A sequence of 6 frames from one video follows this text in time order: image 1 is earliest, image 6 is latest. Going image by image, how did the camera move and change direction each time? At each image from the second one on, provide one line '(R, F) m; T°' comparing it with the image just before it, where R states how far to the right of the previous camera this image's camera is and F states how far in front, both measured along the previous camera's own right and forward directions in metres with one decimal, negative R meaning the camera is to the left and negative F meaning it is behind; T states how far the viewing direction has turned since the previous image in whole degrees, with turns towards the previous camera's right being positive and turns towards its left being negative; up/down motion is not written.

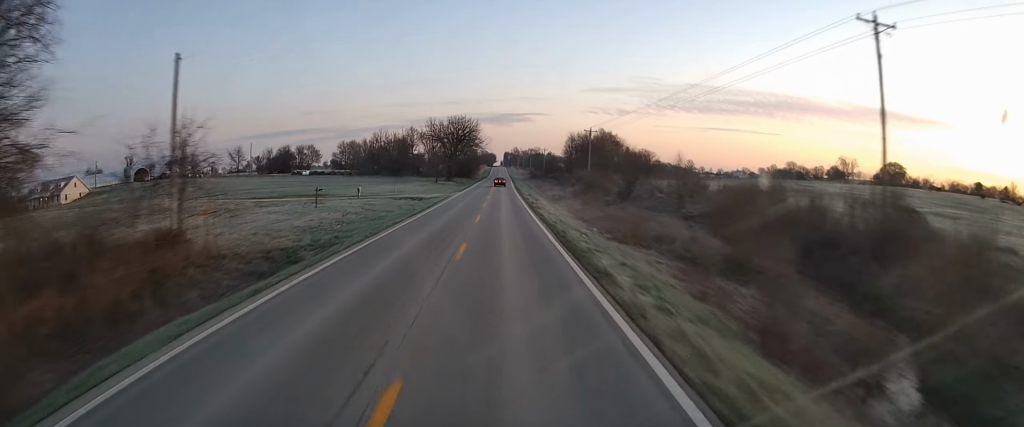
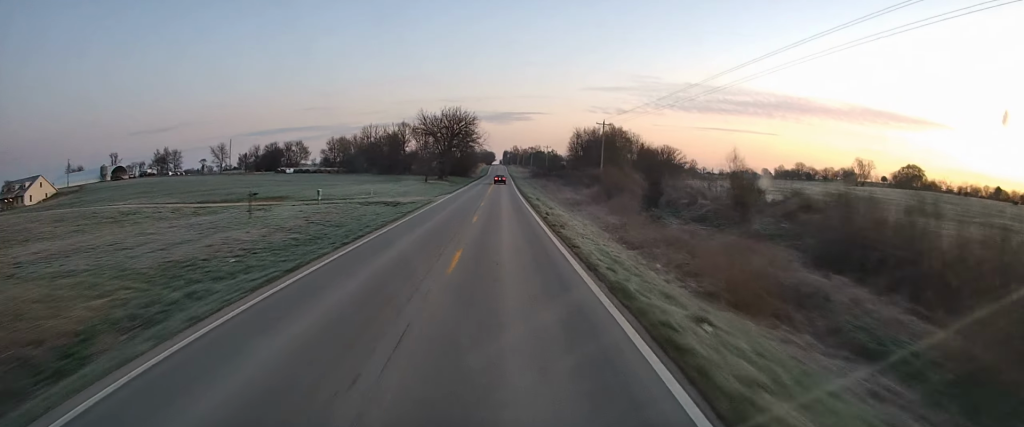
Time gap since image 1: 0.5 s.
(-0.2, +14.6) m; 0°
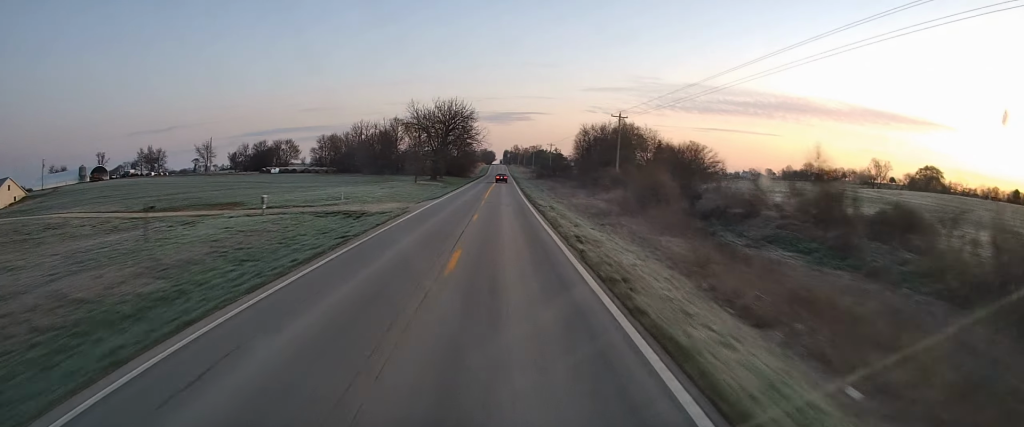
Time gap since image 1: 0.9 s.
(0.0, +12.7) m; 0°
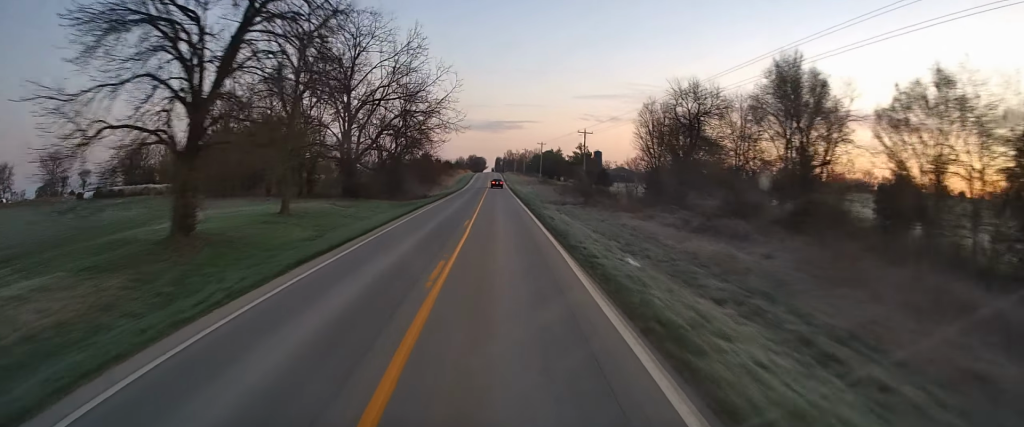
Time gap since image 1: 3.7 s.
(+1.5, +82.2) m; +1°
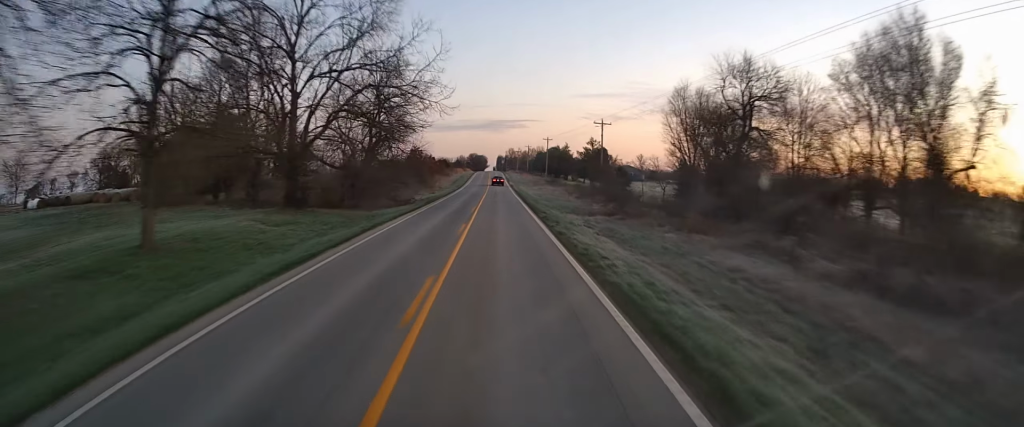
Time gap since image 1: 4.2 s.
(-0.8, +14.7) m; -1°
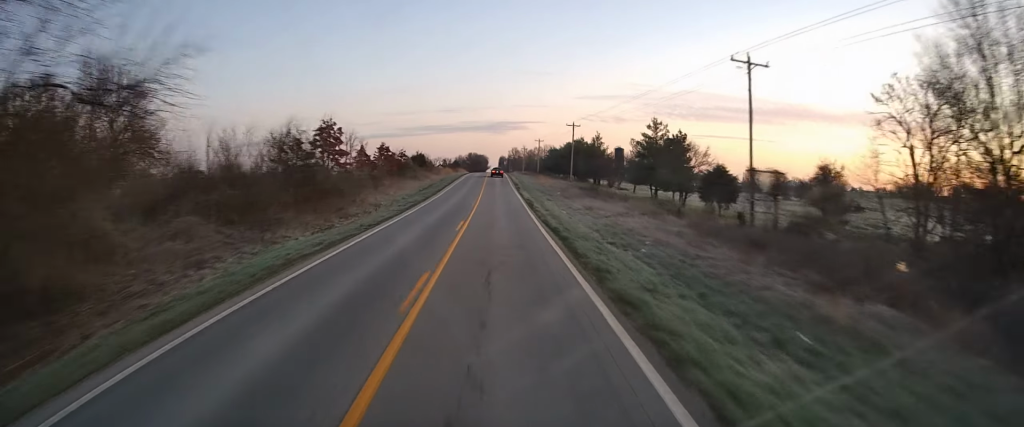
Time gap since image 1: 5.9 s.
(-0.3, +48.7) m; +1°
